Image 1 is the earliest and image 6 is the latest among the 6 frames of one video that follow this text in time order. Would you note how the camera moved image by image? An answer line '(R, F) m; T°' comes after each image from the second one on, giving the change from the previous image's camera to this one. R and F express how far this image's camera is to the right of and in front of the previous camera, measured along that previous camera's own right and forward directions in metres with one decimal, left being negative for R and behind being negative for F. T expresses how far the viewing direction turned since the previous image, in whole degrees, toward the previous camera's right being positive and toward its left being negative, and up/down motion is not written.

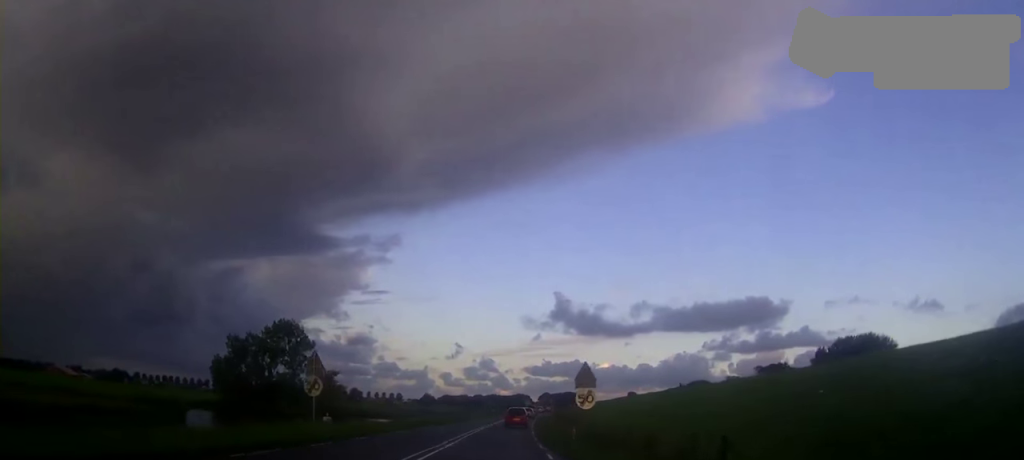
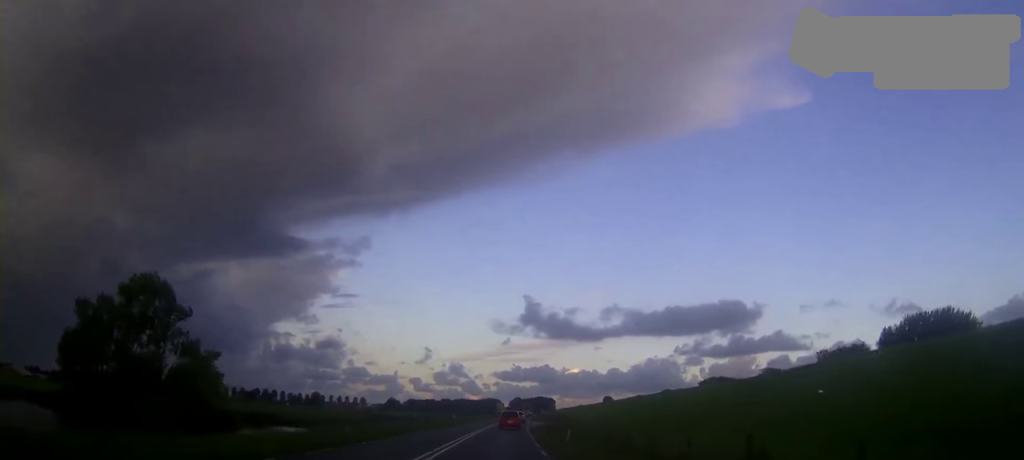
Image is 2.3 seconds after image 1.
(+0.8, +46.0) m; +2°
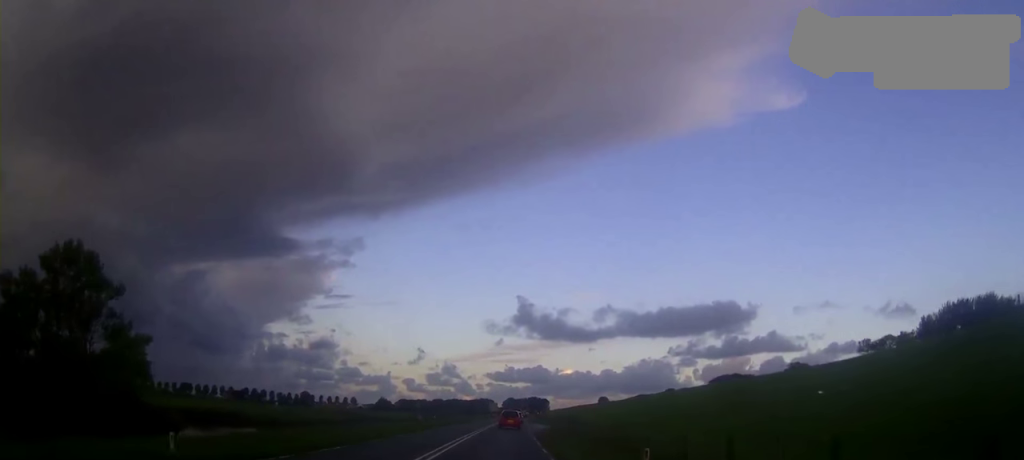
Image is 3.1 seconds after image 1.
(+0.1, +17.0) m; +1°
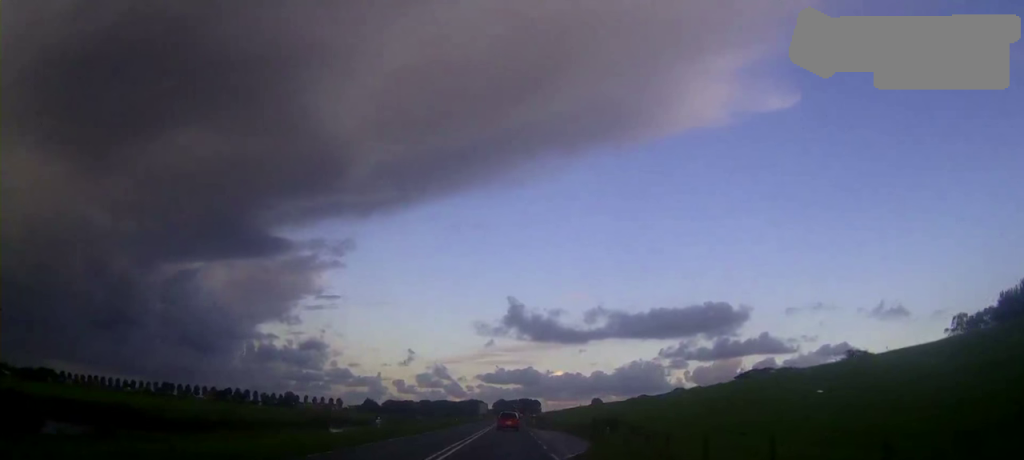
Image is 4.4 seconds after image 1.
(+0.2, +25.7) m; +1°
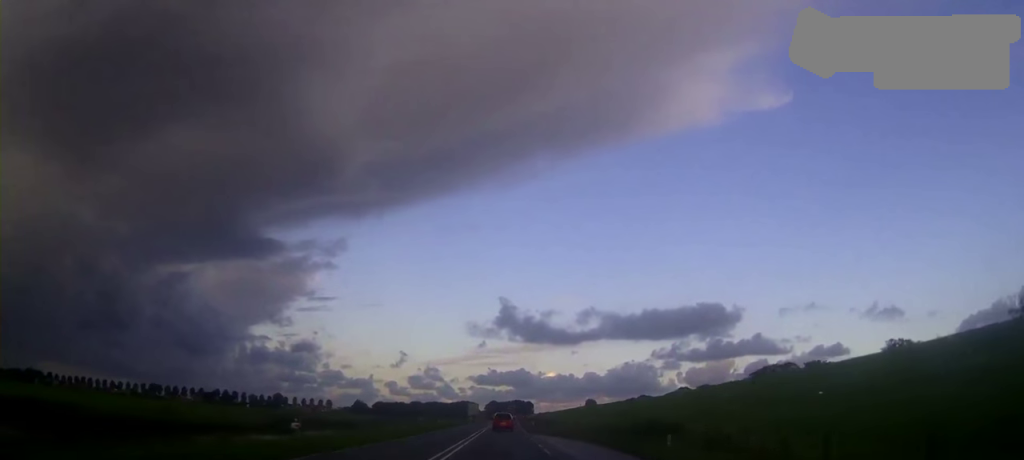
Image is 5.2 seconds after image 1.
(0.0, +15.2) m; 0°
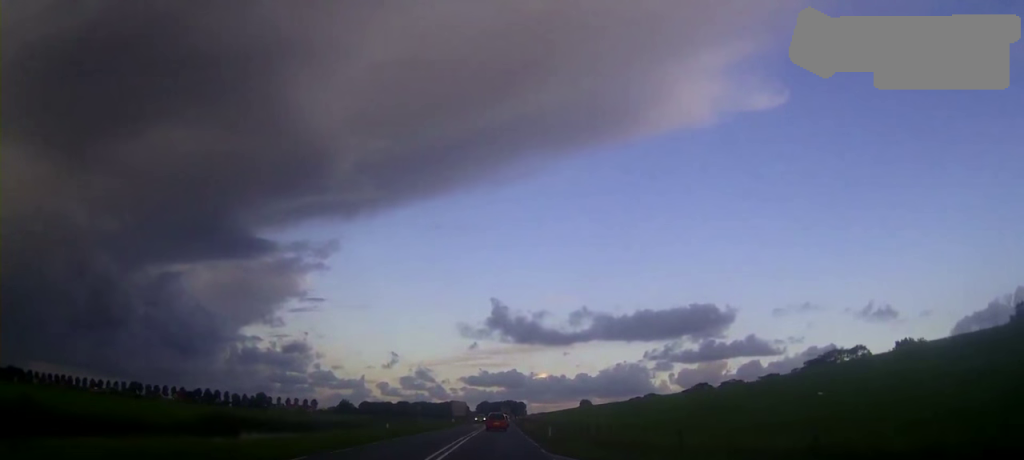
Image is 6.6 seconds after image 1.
(+0.1, +29.6) m; +1°
